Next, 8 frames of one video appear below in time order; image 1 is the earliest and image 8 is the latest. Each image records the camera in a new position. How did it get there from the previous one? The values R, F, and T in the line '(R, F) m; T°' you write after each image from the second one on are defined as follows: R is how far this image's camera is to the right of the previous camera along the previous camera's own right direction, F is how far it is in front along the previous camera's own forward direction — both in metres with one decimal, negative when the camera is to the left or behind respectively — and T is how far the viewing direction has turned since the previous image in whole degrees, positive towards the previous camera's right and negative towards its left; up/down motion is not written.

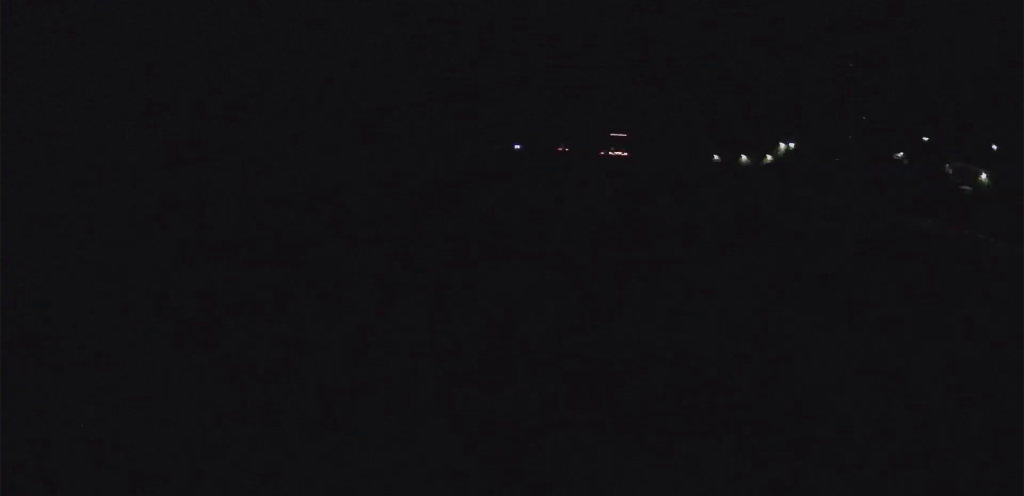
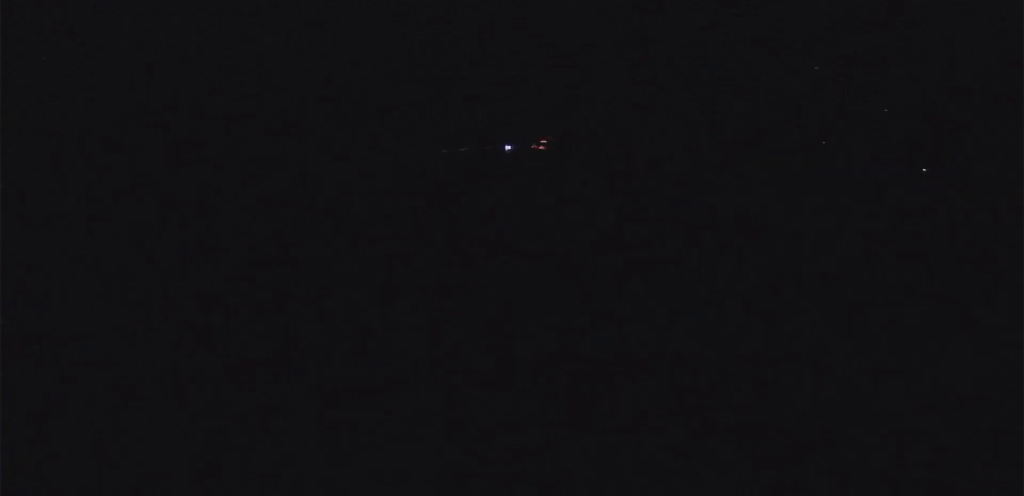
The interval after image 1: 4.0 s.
(+0.8, +103.1) m; +1°
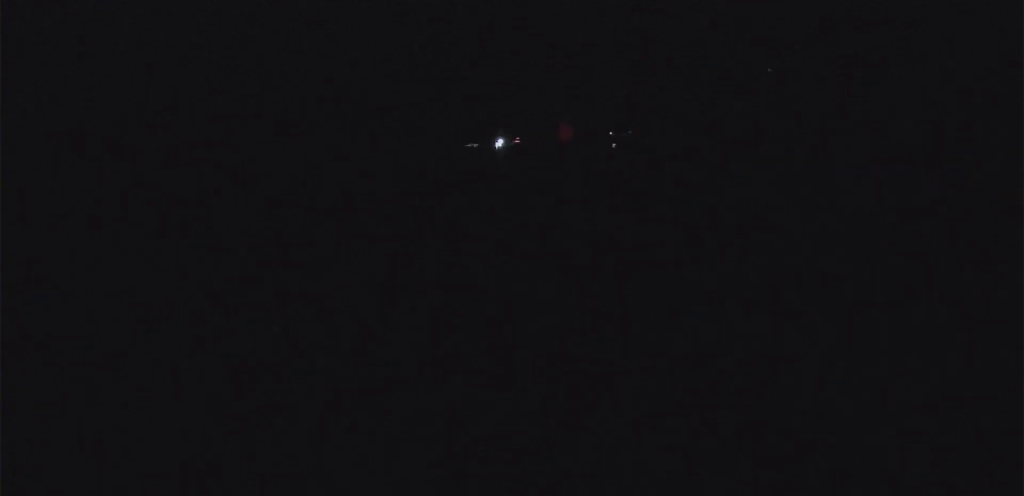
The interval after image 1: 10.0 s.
(+2.0, +160.2) m; +2°
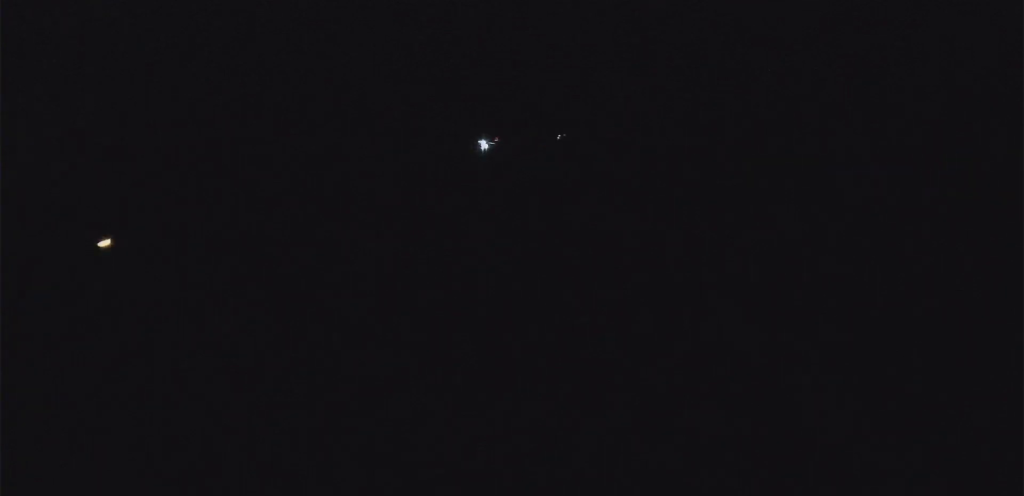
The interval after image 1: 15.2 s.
(+2.2, +134.2) m; +2°
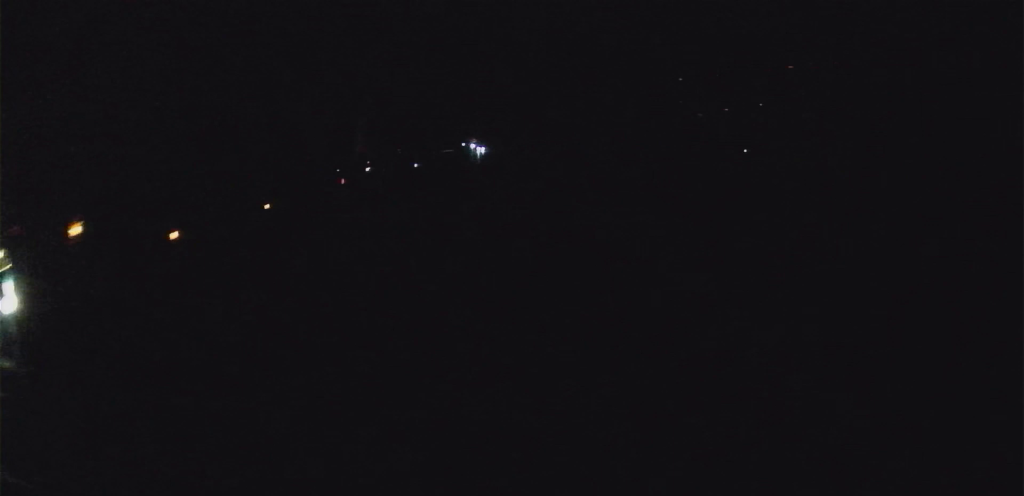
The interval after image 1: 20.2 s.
(+2.8, +136.6) m; +3°
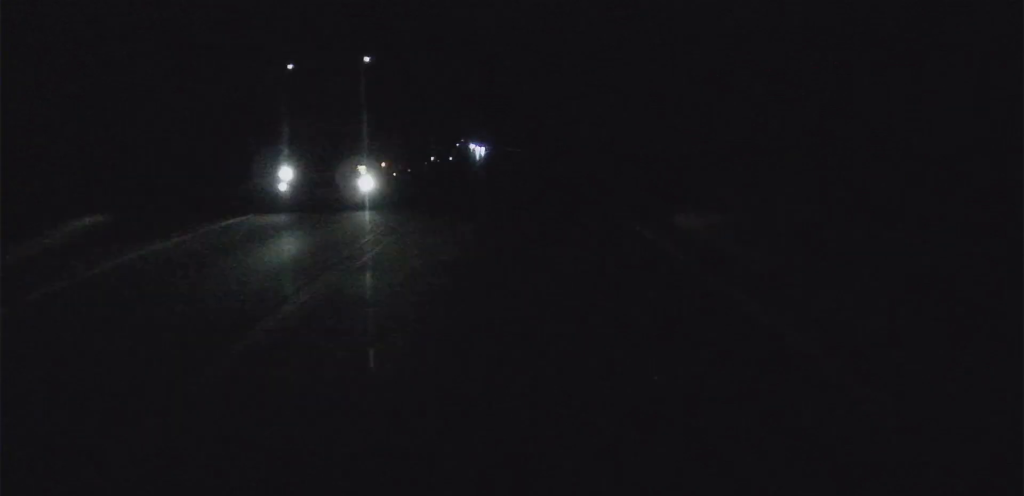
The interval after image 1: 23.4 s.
(+0.3, +93.5) m; +2°
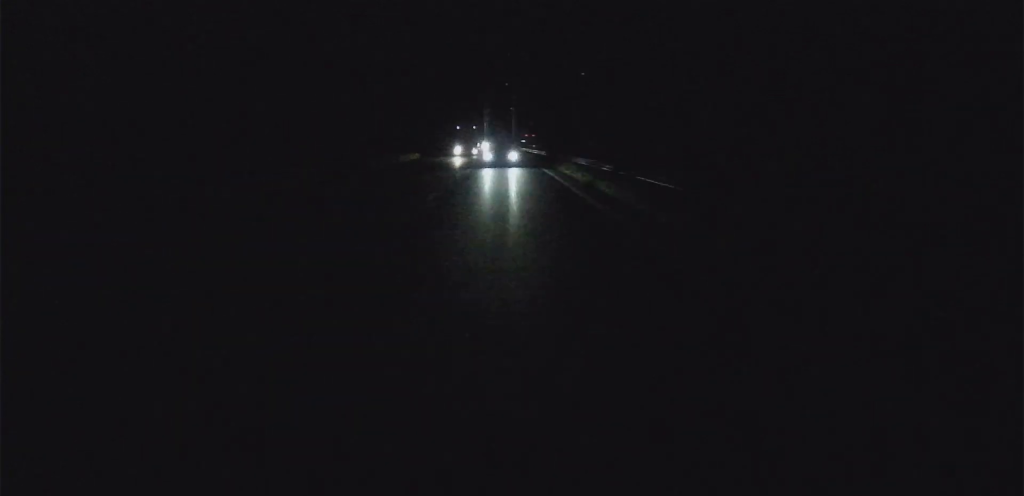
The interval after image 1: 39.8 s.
(+47.1, +430.7) m; +13°
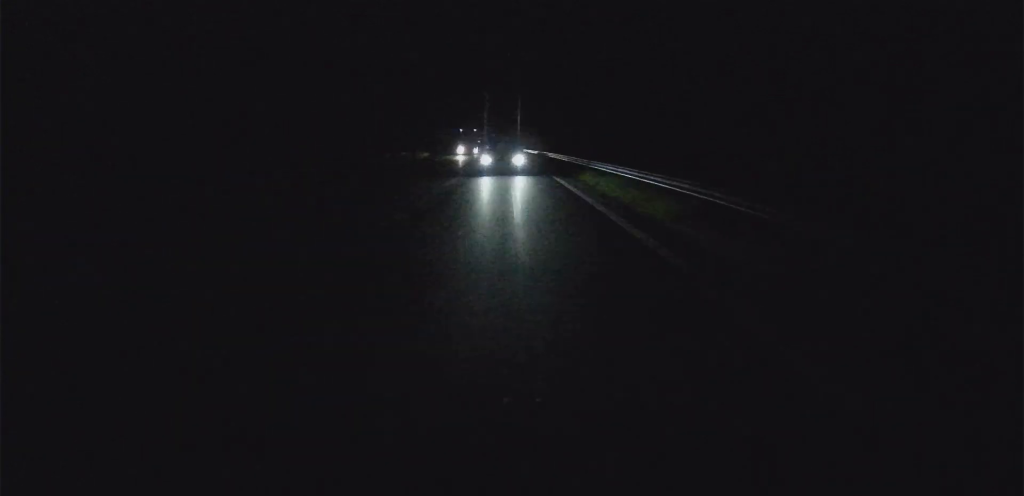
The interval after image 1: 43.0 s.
(-0.3, +83.6) m; +3°
